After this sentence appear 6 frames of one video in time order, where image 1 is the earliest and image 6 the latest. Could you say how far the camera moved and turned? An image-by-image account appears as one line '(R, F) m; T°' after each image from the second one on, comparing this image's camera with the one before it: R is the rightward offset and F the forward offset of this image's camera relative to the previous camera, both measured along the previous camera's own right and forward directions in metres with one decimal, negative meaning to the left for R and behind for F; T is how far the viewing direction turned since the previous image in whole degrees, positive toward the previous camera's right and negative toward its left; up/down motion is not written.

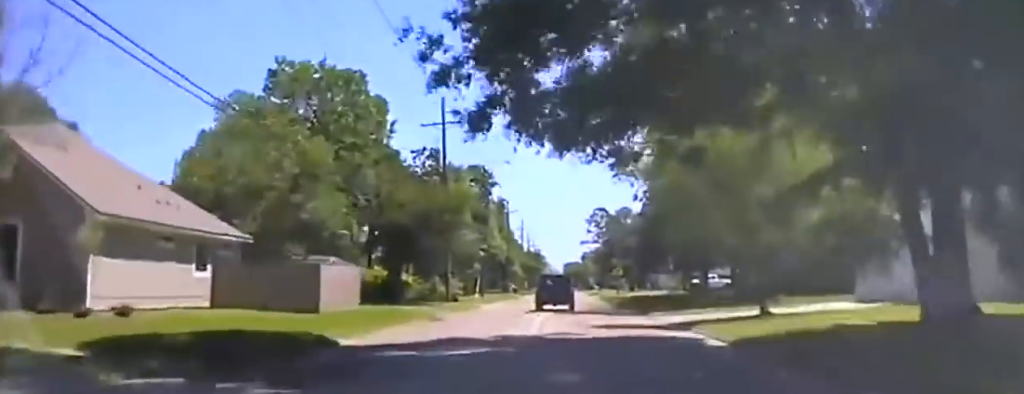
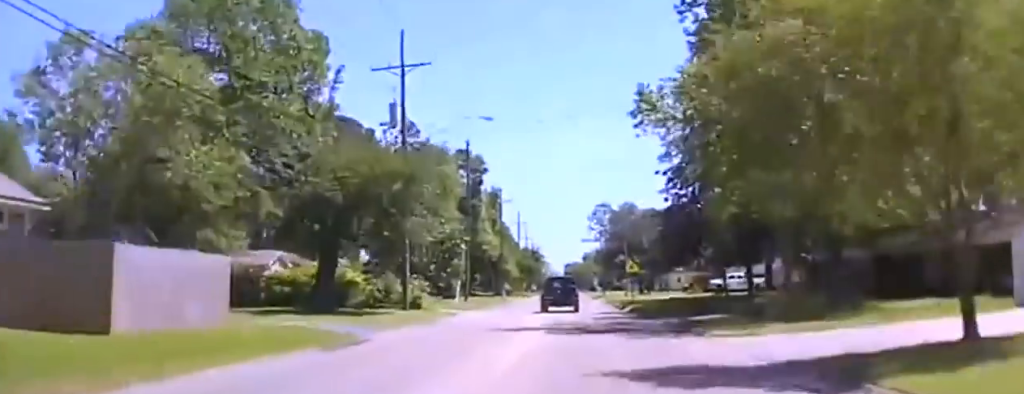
(0.0, +15.4) m; 0°
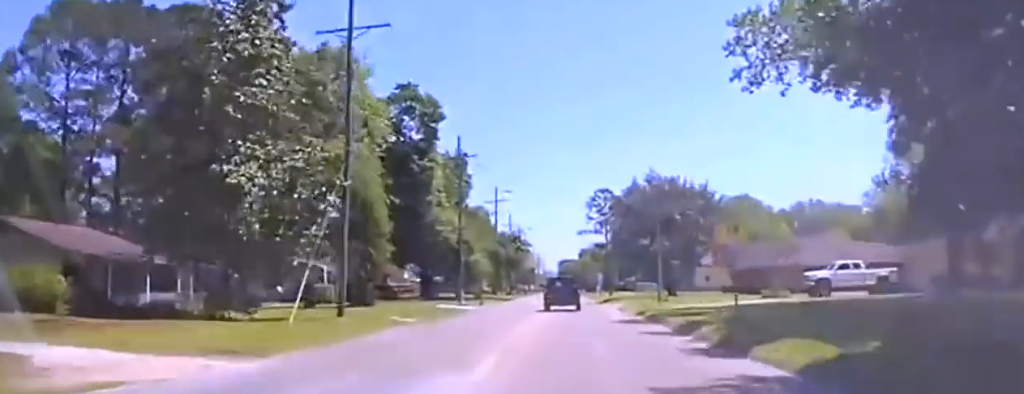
(0.0, +46.0) m; 0°
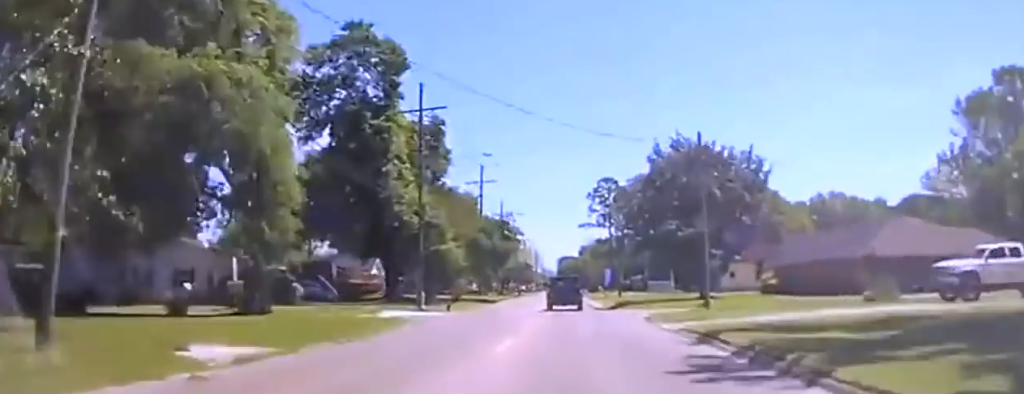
(-0.1, +24.2) m; 0°
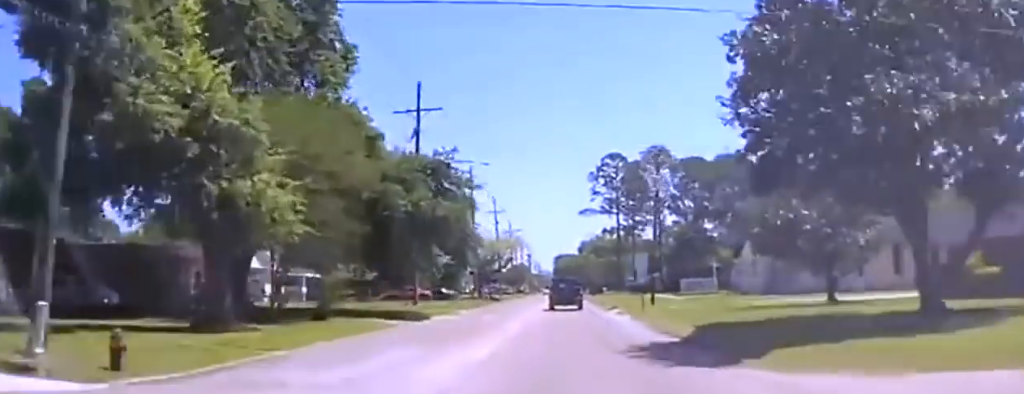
(+0.5, +50.4) m; +1°
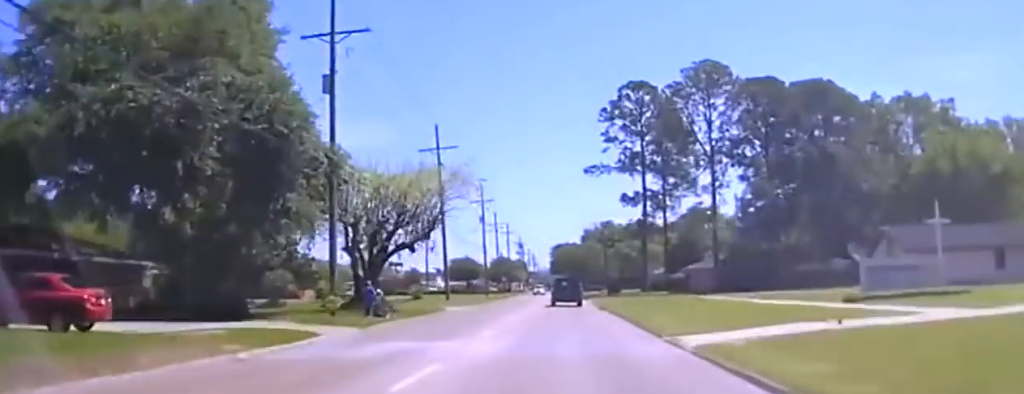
(-0.1, +53.6) m; -1°
